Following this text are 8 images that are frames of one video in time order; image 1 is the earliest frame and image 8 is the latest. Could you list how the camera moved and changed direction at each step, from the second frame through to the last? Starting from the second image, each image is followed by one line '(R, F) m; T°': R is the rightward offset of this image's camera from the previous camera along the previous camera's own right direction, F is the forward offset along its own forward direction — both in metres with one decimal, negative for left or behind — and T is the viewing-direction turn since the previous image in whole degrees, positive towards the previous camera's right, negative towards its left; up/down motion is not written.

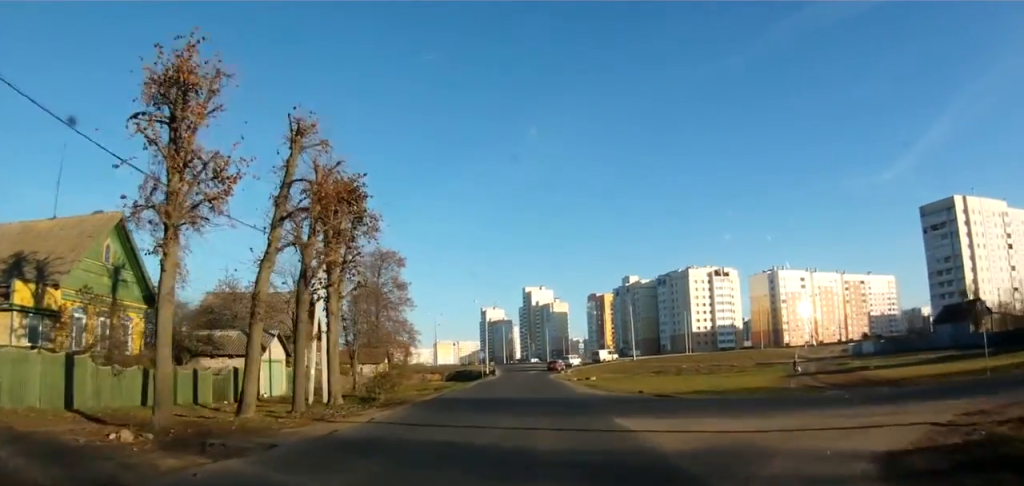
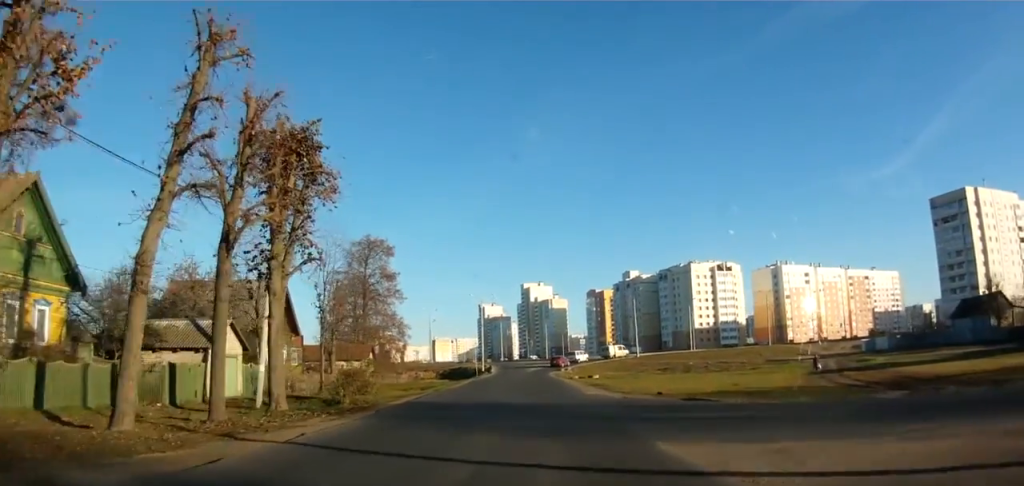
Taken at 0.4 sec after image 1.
(-0.2, +5.4) m; -1°
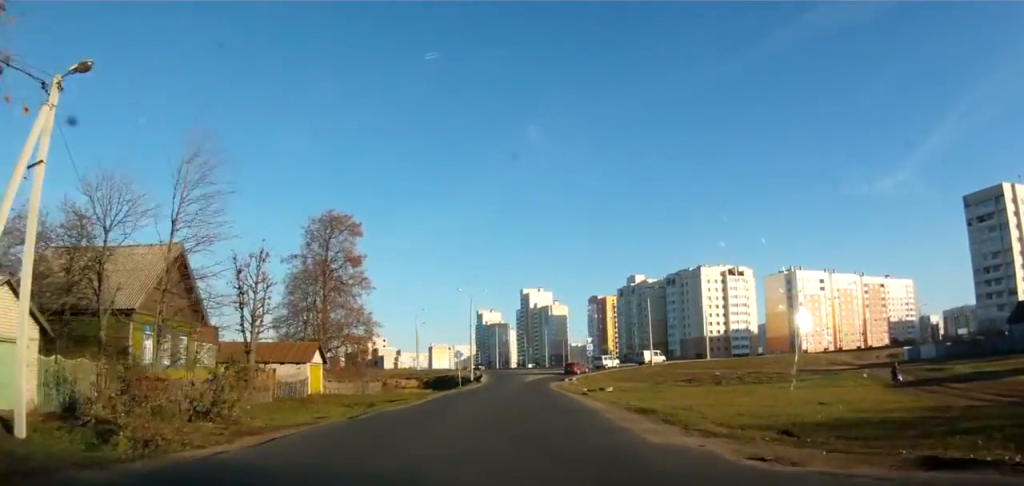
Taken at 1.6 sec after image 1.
(-0.2, +13.8) m; +1°
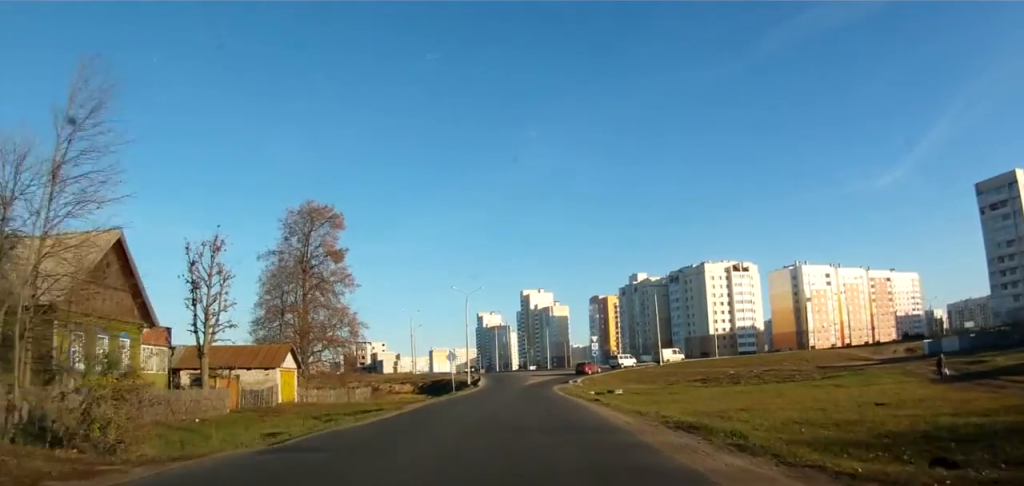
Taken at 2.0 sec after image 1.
(+0.1, +5.3) m; +1°
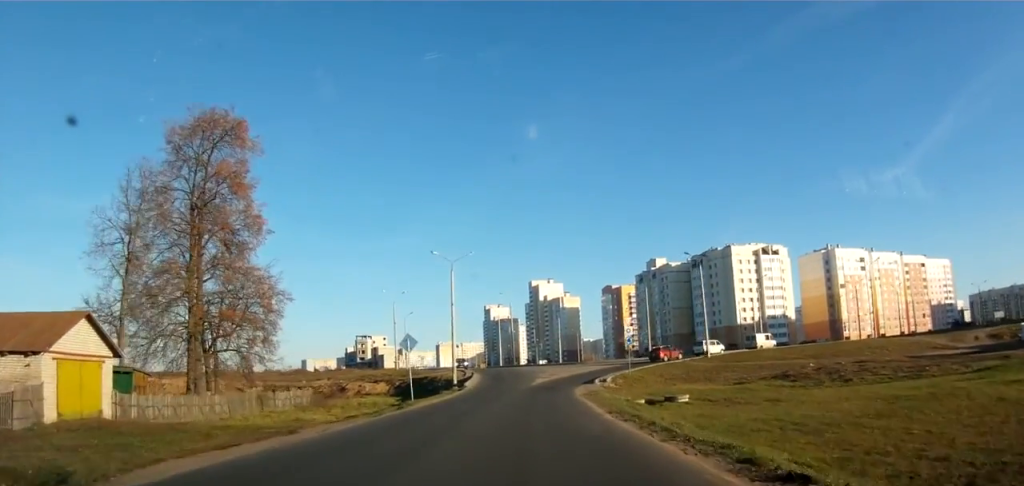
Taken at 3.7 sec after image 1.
(0.0, +20.2) m; -2°
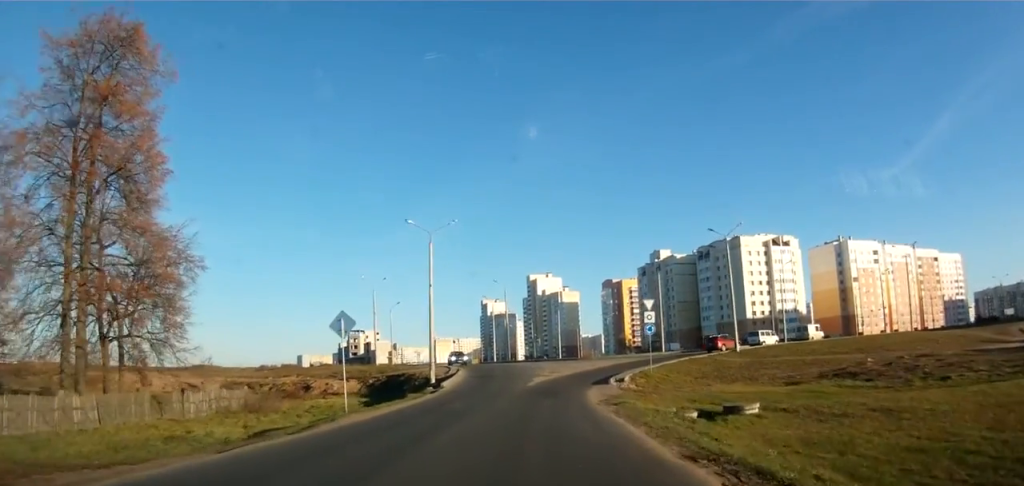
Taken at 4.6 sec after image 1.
(0.0, +10.4) m; 0°
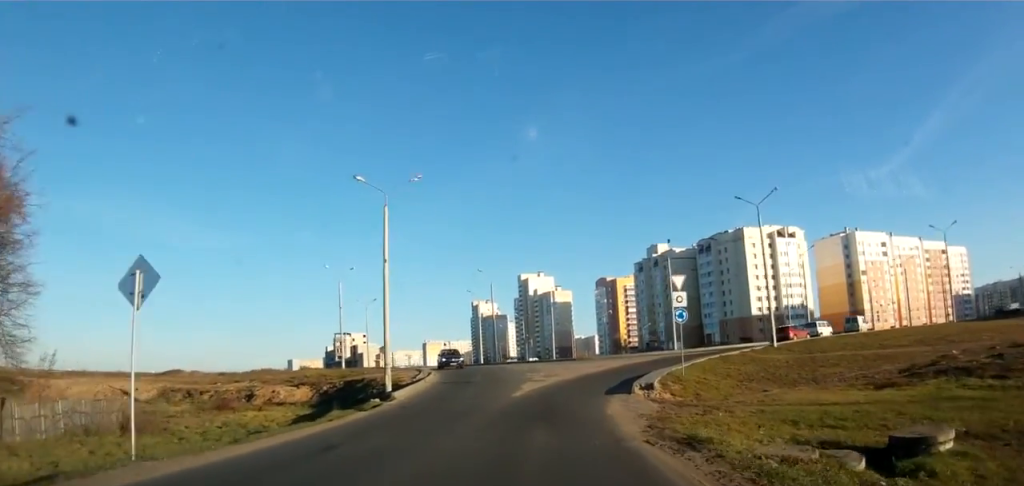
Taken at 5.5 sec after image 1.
(0.0, +10.9) m; 0°
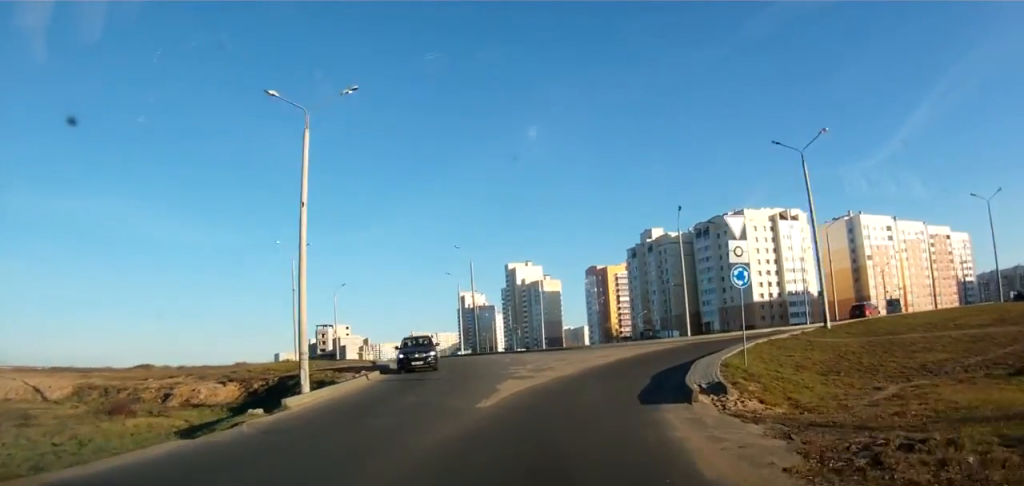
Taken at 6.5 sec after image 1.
(+0.1, +10.7) m; +3°
